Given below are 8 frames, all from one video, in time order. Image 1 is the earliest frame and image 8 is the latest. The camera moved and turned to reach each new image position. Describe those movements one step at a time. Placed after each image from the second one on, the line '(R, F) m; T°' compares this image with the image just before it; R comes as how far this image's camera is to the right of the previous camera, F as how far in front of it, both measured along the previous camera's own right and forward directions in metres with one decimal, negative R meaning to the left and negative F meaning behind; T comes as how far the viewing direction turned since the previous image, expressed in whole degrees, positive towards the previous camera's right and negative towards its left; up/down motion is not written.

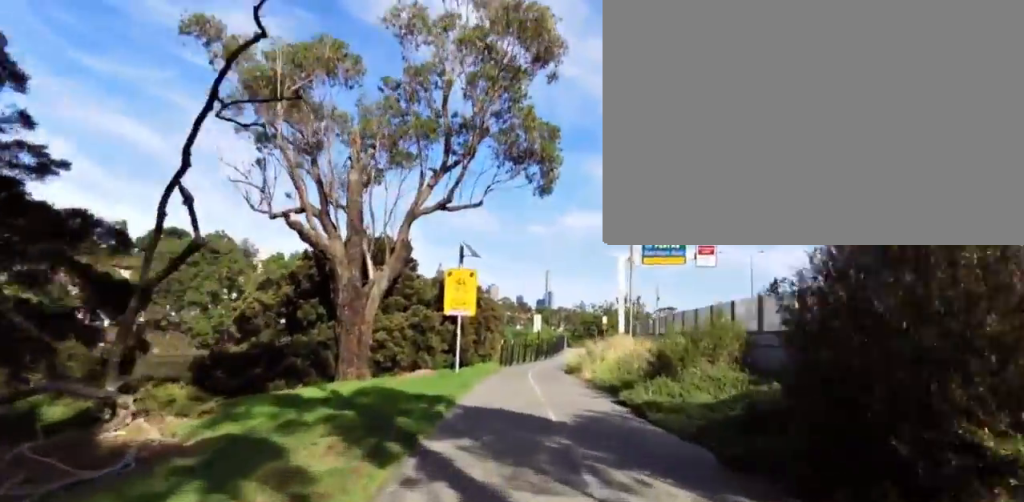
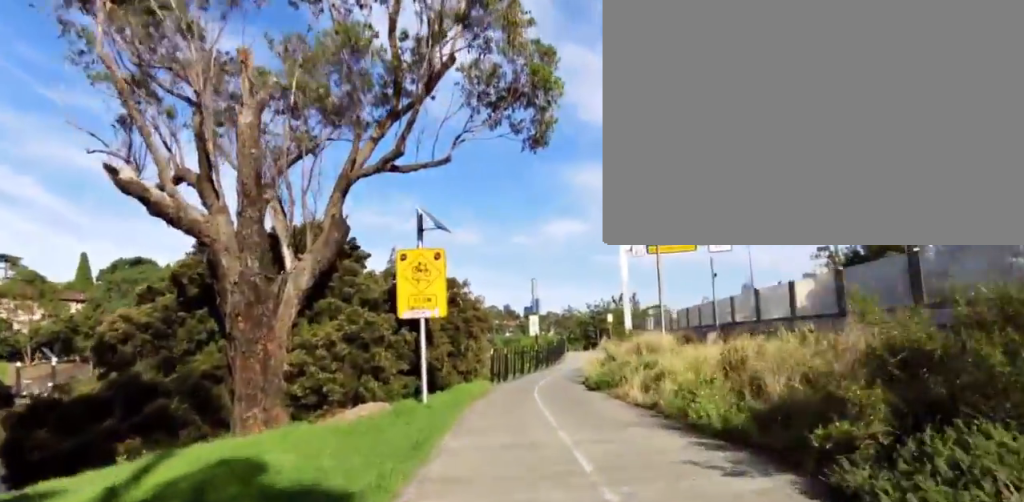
(+0.1, +6.2) m; -1°
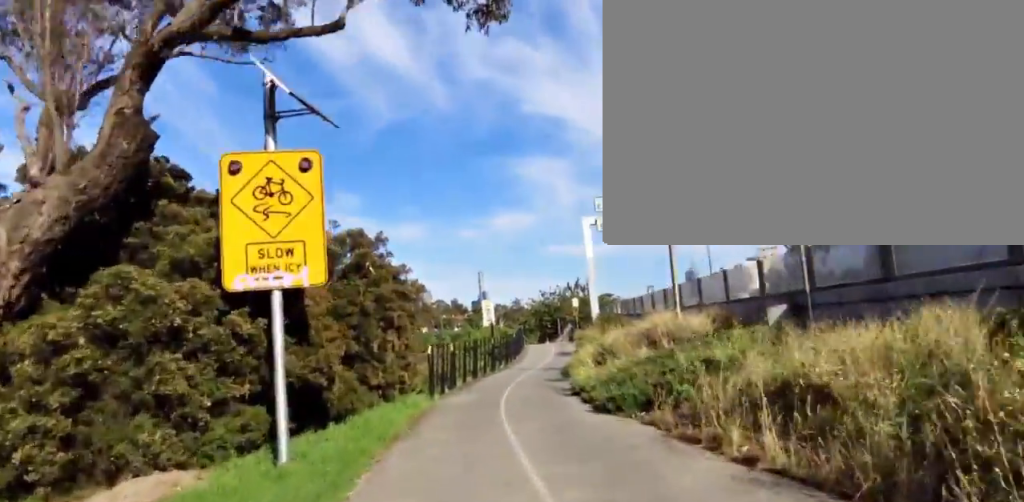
(-0.3, +6.0) m; -1°
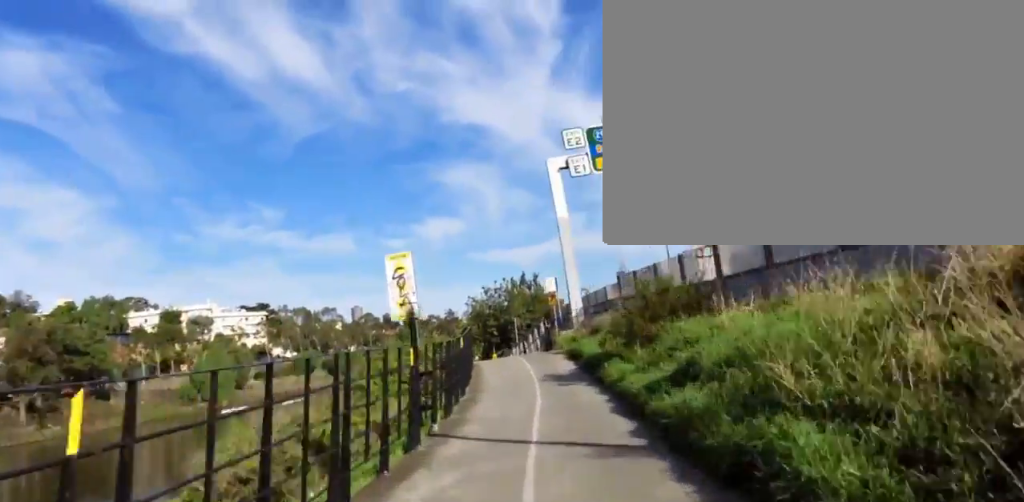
(+1.4, +12.5) m; +16°
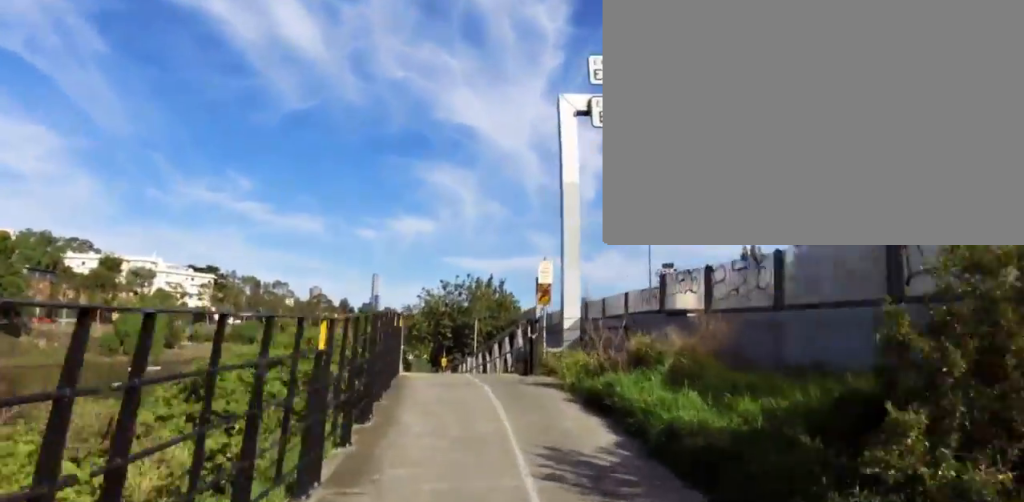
(+0.9, +8.4) m; -1°
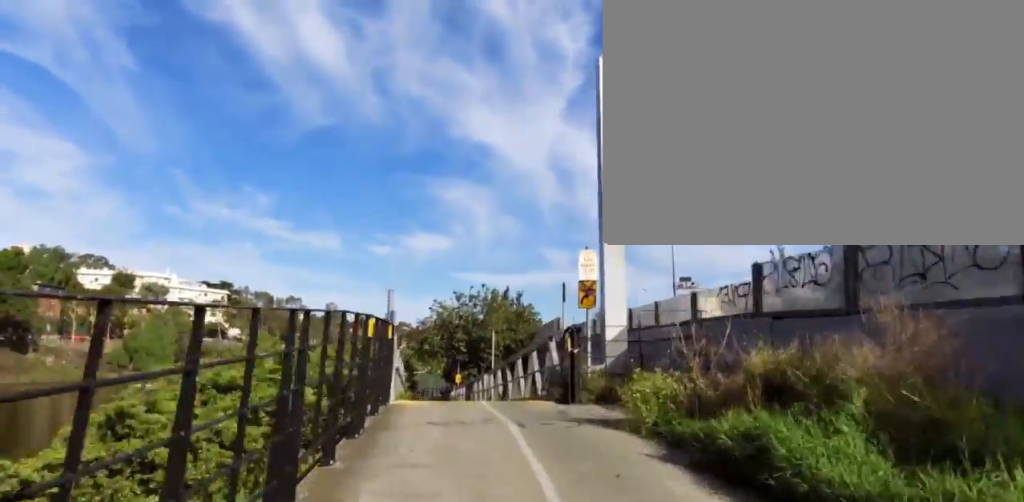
(+0.2, +3.4) m; -4°
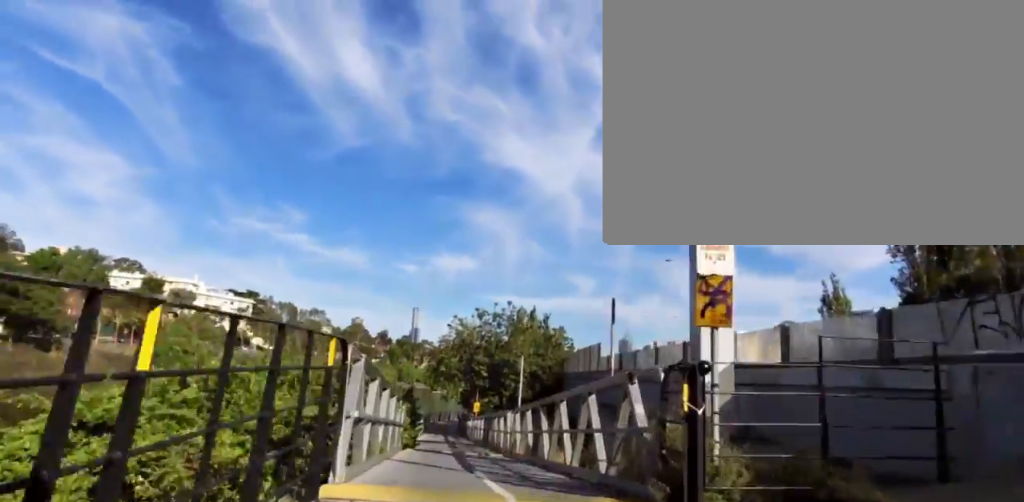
(-1.0, +4.3) m; -7°
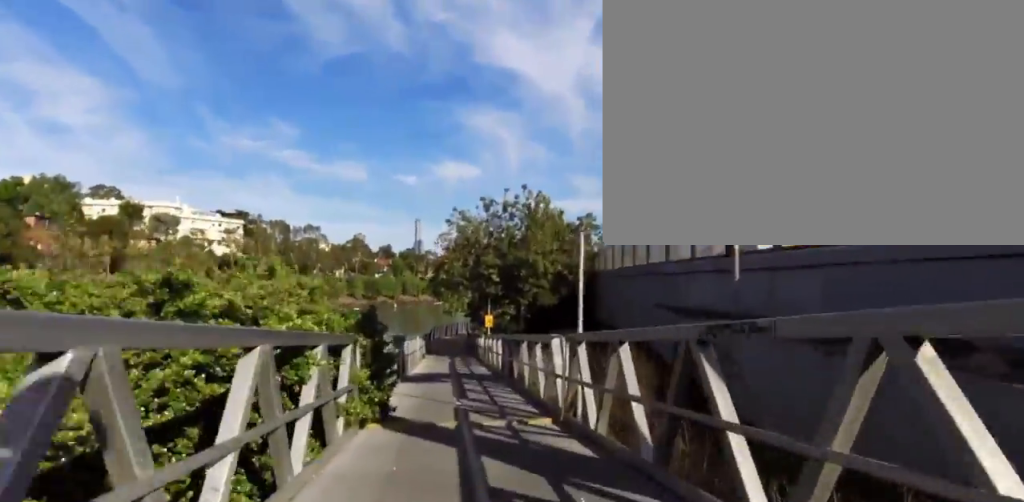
(-0.4, +7.7) m; -3°
